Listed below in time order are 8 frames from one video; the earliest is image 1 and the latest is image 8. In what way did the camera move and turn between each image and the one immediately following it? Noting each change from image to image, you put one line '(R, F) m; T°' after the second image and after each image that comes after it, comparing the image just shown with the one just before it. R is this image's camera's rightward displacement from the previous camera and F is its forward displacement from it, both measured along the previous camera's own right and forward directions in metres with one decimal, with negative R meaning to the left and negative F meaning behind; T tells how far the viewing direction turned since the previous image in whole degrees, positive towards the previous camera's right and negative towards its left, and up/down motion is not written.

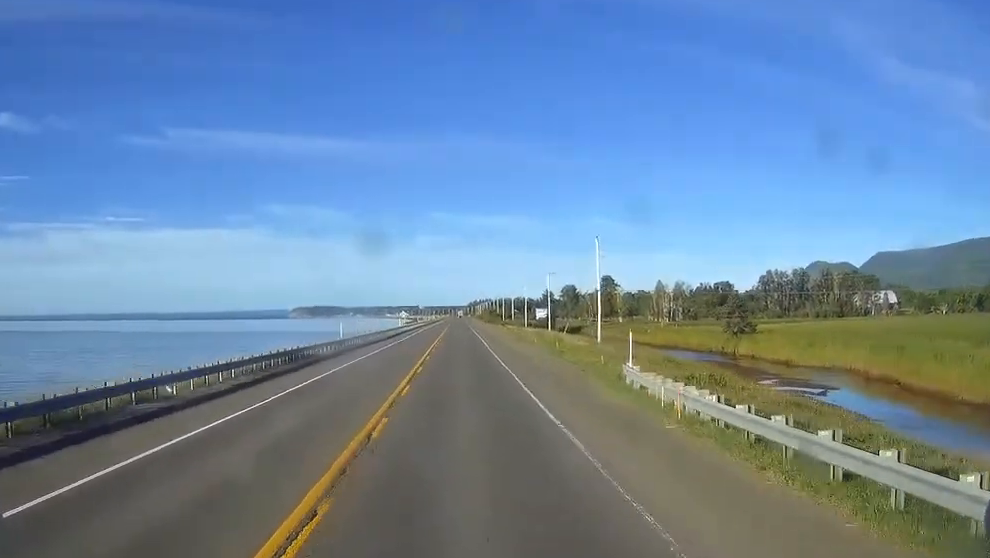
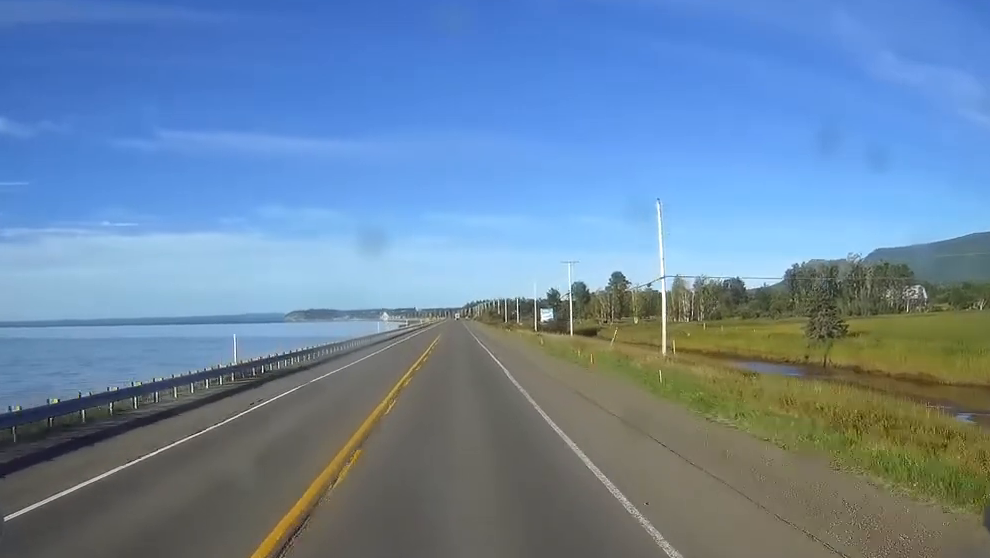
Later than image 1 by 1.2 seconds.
(0.0, +32.0) m; 0°
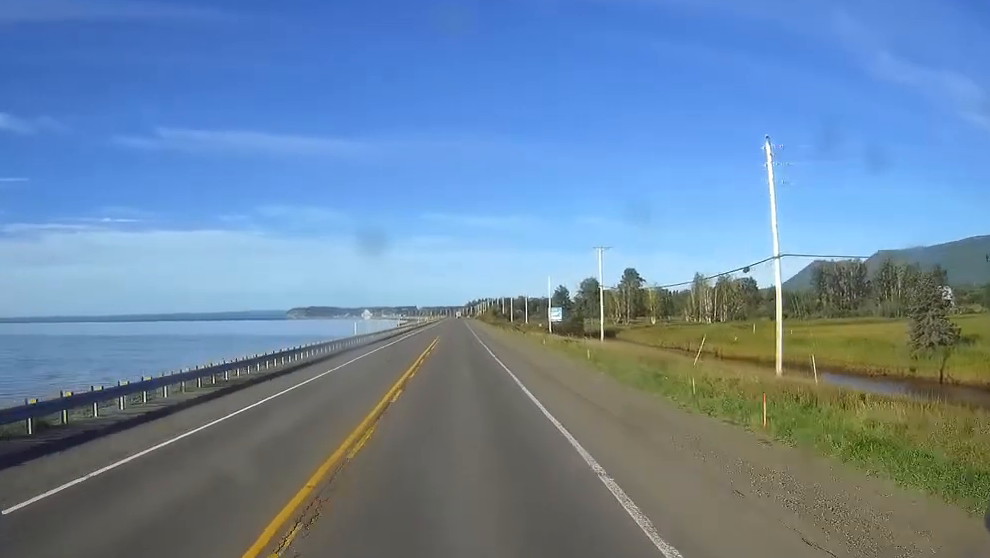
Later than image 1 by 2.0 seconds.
(0.0, +23.9) m; 0°
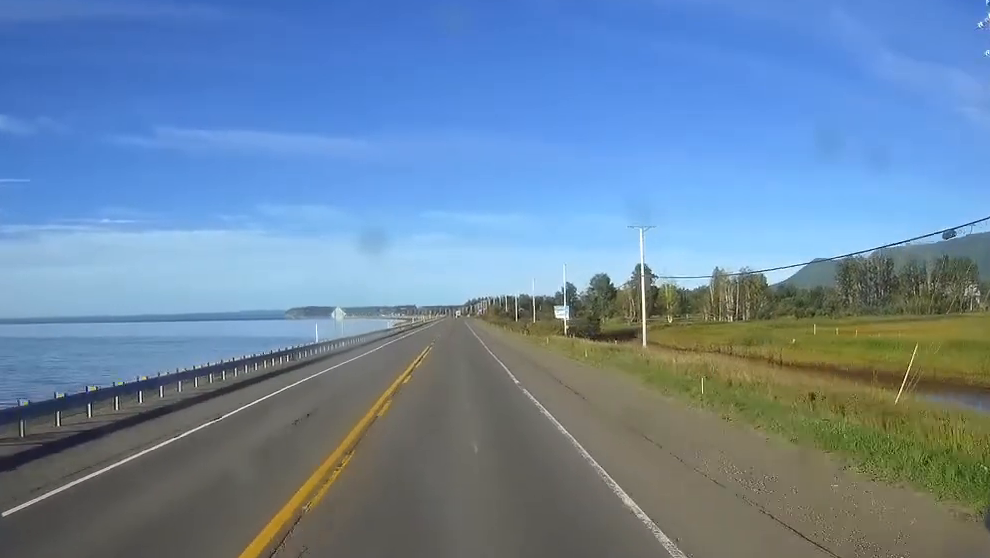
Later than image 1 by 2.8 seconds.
(0.0, +21.2) m; 0°
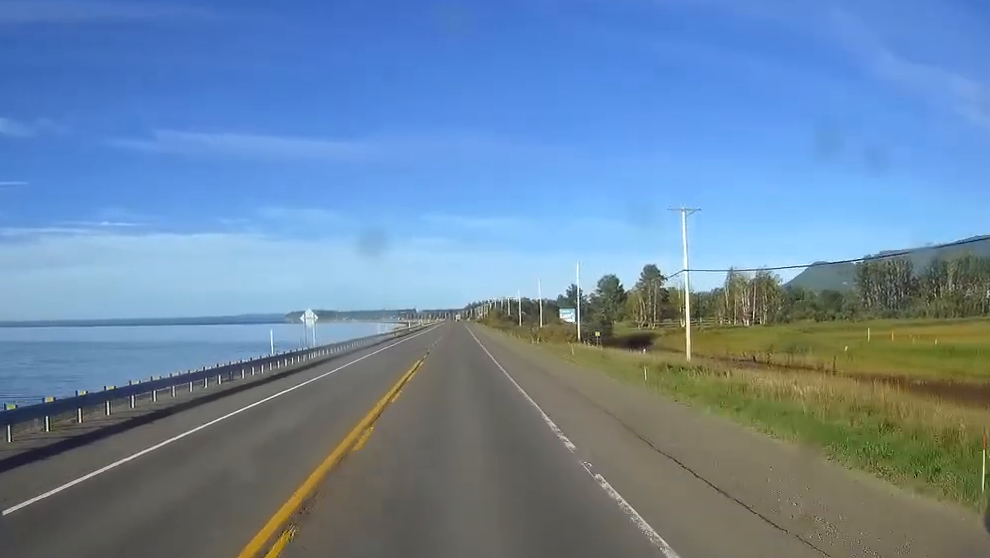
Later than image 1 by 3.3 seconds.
(0.0, +13.9) m; 0°
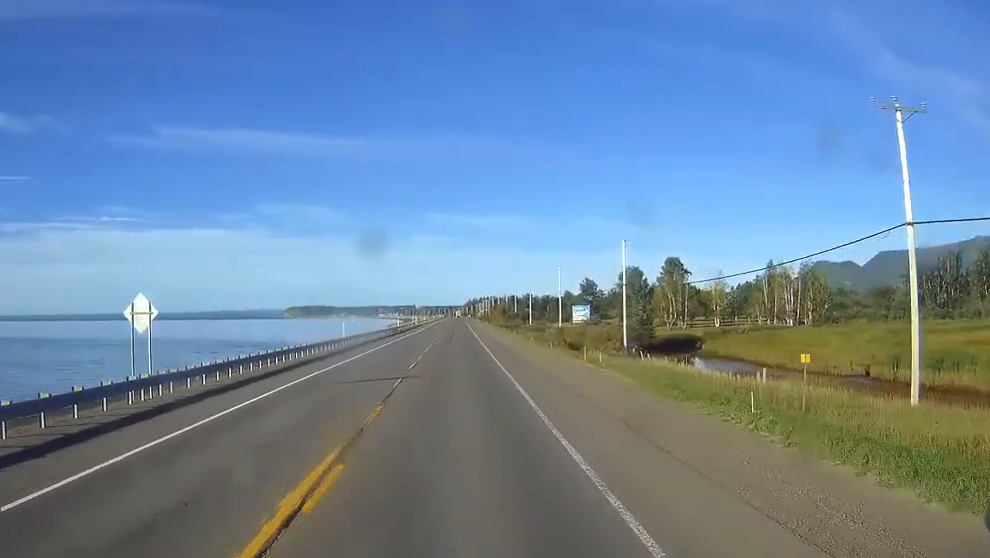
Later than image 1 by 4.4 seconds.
(0.0, +30.6) m; 0°
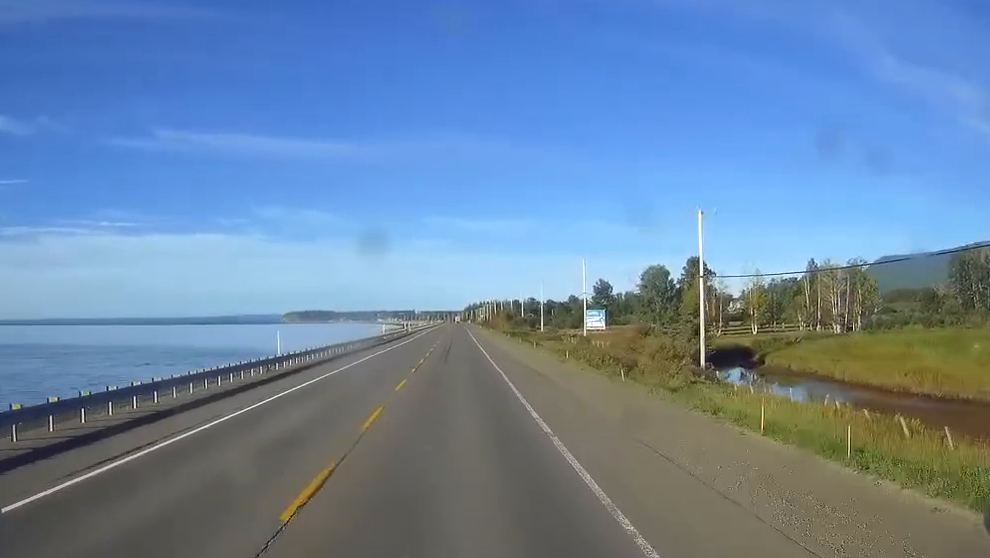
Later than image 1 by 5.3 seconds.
(0.0, +26.0) m; 0°
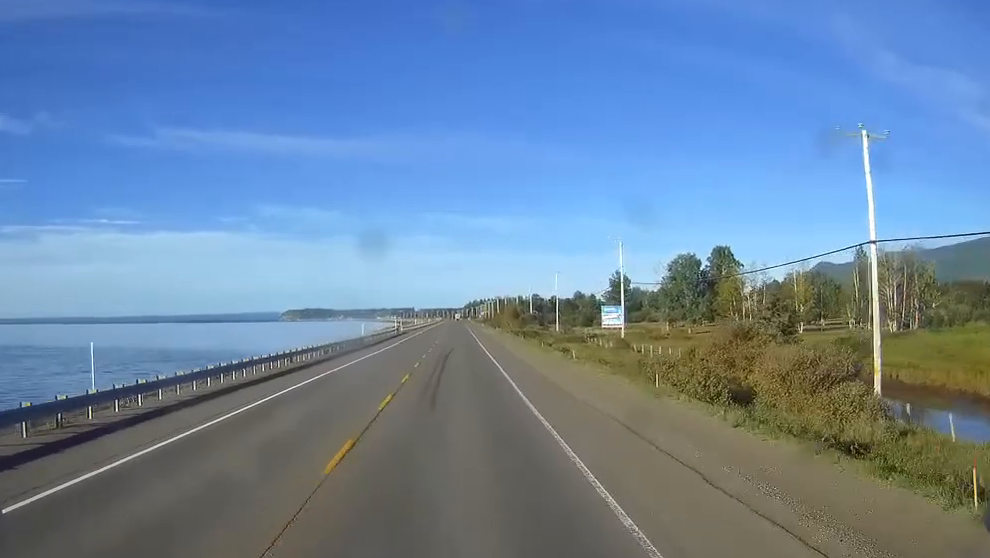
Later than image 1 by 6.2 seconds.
(0.0, +24.2) m; 0°
